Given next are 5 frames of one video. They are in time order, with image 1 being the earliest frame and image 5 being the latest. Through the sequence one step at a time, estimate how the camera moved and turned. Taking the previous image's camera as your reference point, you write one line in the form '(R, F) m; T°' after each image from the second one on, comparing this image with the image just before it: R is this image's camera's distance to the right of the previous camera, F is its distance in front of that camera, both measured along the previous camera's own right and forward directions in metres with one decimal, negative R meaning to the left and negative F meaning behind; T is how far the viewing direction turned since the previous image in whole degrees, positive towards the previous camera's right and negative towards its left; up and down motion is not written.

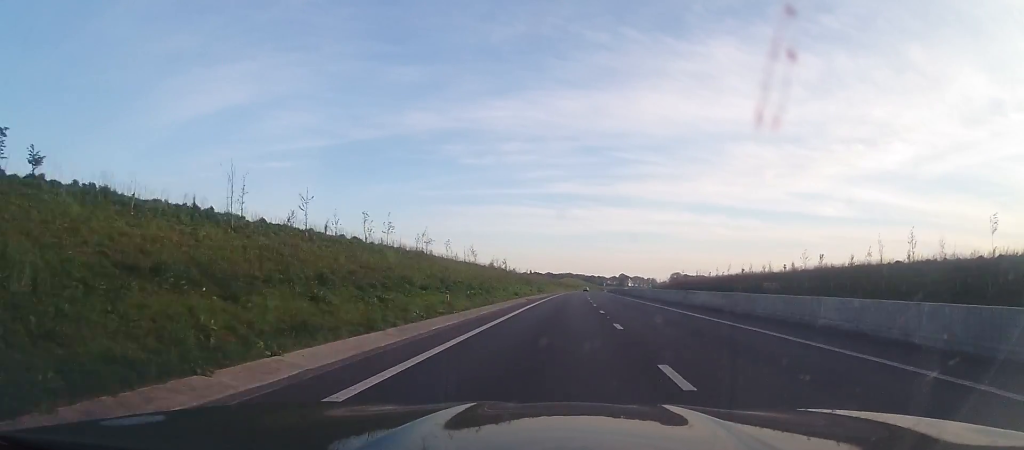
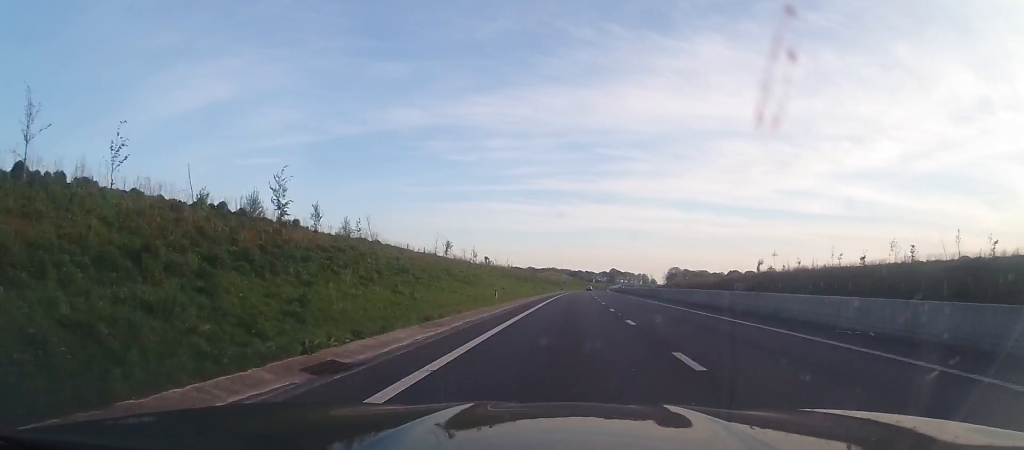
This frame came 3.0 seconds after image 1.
(+0.5, +90.1) m; +1°
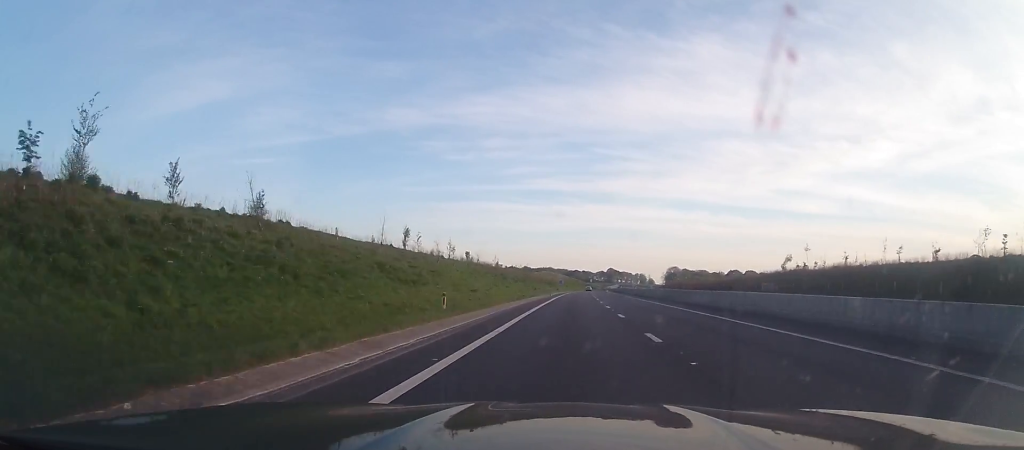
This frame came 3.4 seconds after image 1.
(0.0, +14.1) m; +1°
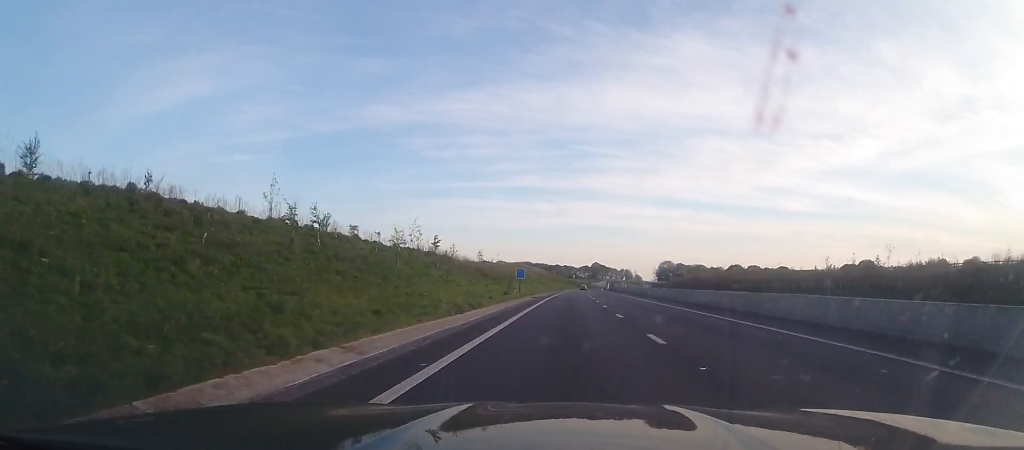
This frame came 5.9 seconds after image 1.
(+1.0, +73.7) m; +2°
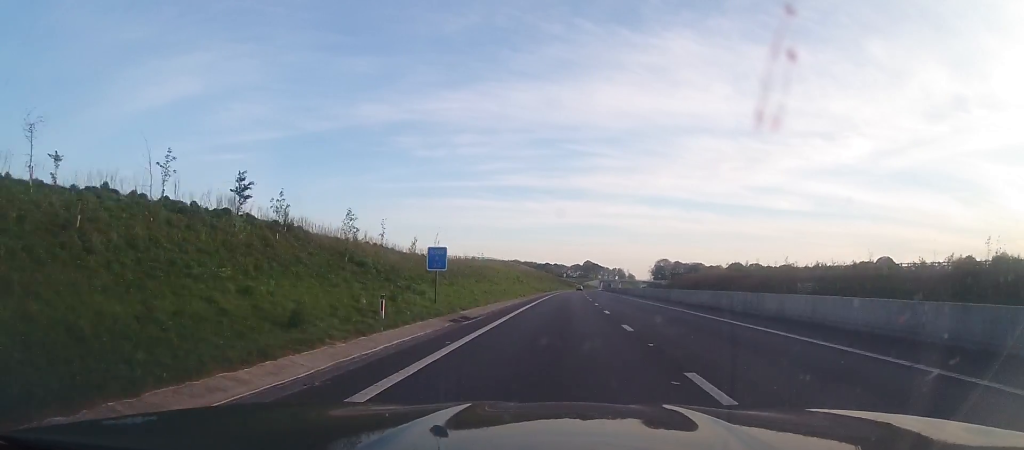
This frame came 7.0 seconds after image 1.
(+0.4, +33.3) m; +1°
